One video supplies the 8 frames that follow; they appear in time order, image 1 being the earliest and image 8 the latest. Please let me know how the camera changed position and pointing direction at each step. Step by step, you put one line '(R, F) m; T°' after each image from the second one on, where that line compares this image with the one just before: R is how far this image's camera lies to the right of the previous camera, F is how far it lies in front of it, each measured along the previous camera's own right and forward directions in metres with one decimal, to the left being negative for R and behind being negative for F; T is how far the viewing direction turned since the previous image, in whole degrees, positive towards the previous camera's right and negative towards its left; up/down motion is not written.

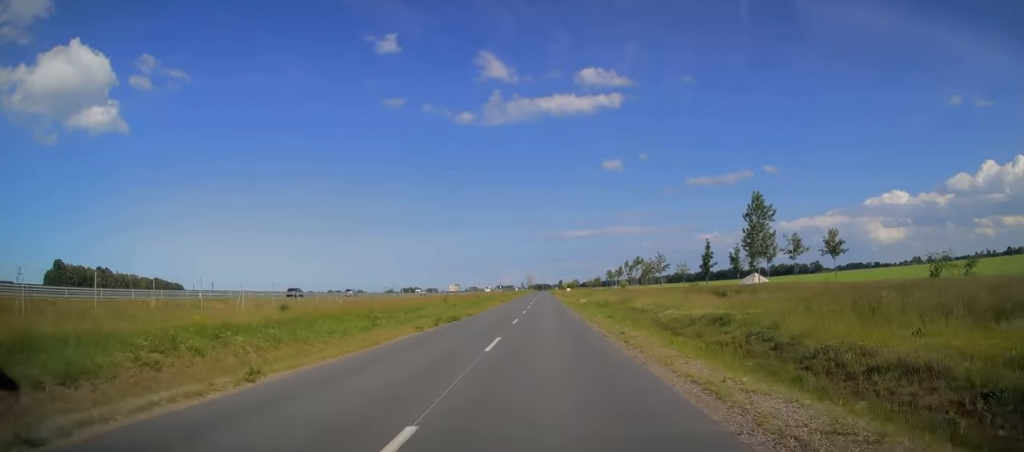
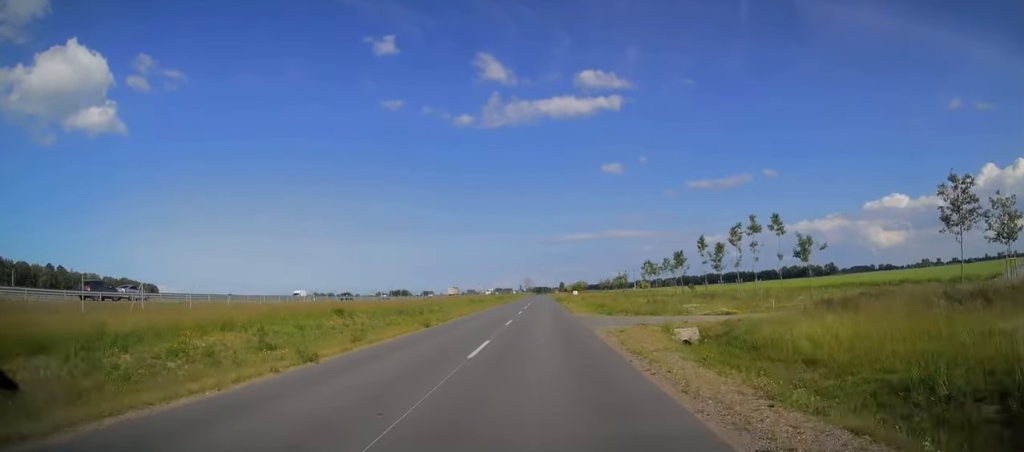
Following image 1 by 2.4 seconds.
(-0.1, +60.0) m; -1°
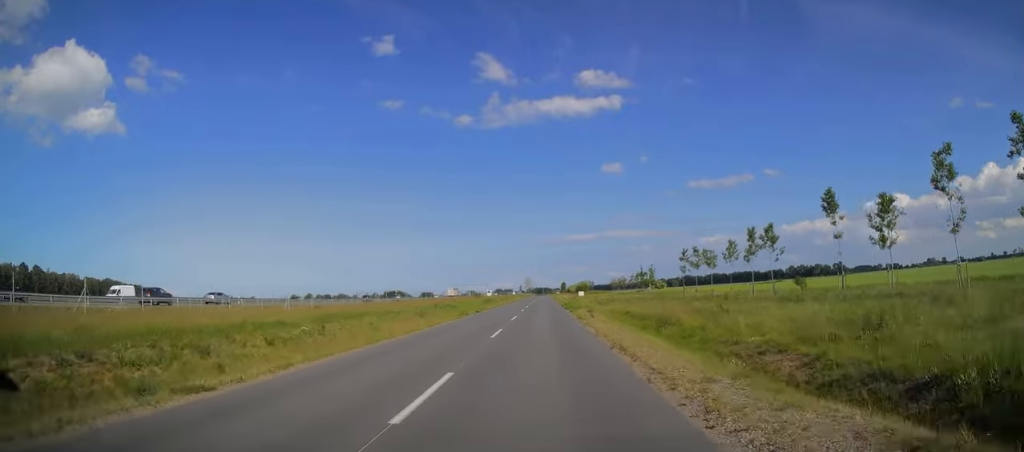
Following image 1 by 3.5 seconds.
(0.0, +29.5) m; 0°
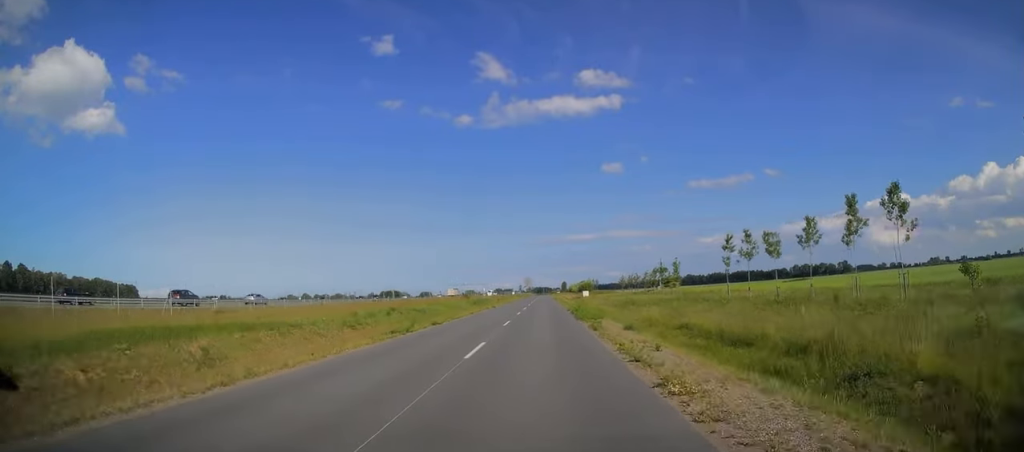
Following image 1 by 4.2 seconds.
(0.0, +17.3) m; +1°
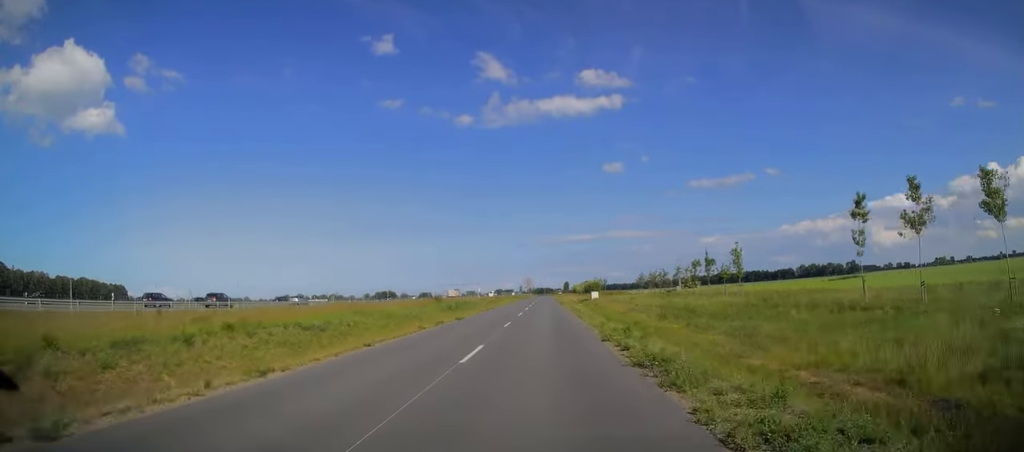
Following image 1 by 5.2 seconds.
(+0.3, +24.1) m; 0°
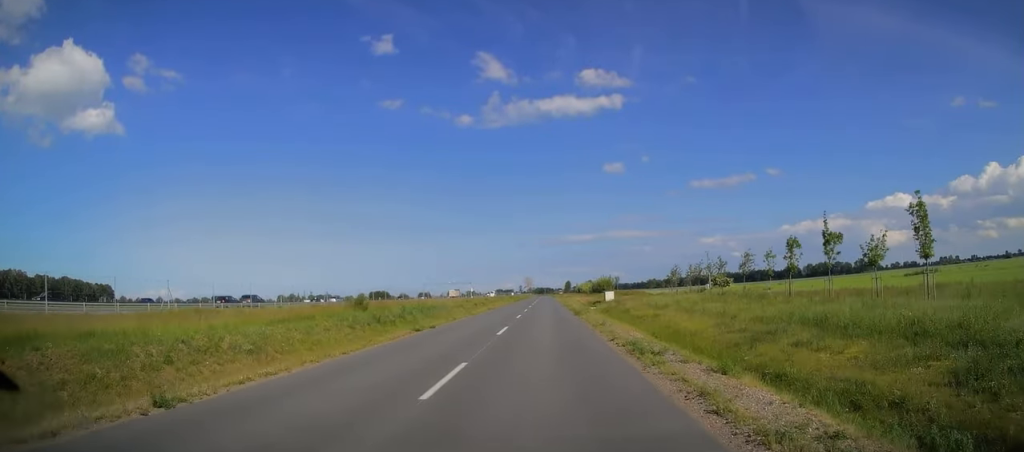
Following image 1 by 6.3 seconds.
(-0.4, +27.4) m; -1°
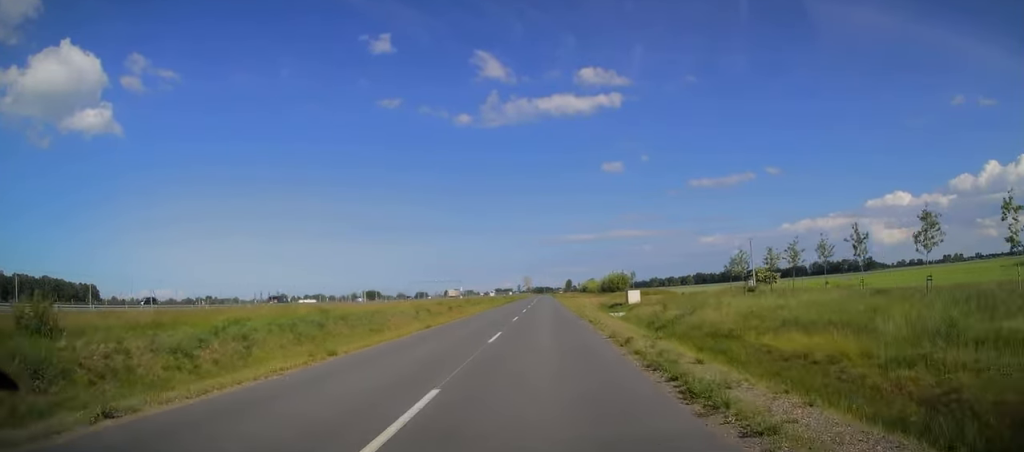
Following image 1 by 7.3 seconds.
(0.0, +26.9) m; 0°
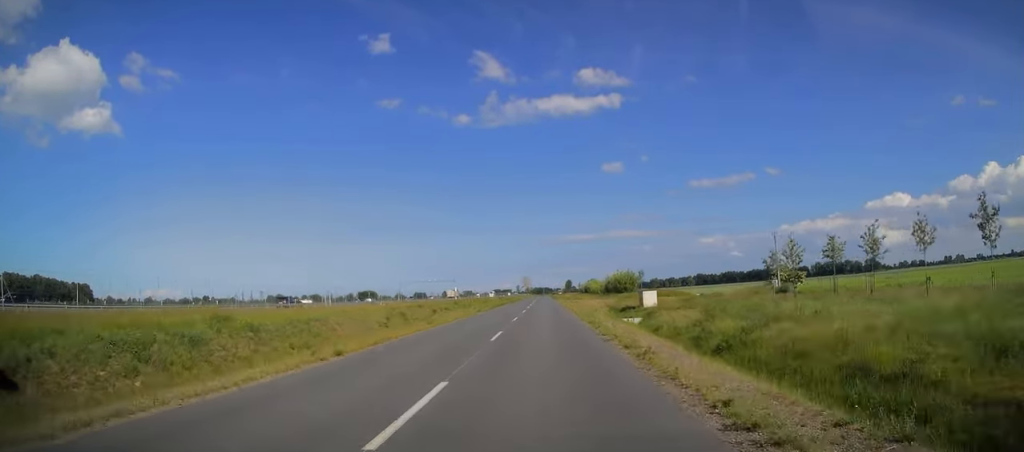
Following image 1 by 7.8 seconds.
(0.0, +11.0) m; 0°
